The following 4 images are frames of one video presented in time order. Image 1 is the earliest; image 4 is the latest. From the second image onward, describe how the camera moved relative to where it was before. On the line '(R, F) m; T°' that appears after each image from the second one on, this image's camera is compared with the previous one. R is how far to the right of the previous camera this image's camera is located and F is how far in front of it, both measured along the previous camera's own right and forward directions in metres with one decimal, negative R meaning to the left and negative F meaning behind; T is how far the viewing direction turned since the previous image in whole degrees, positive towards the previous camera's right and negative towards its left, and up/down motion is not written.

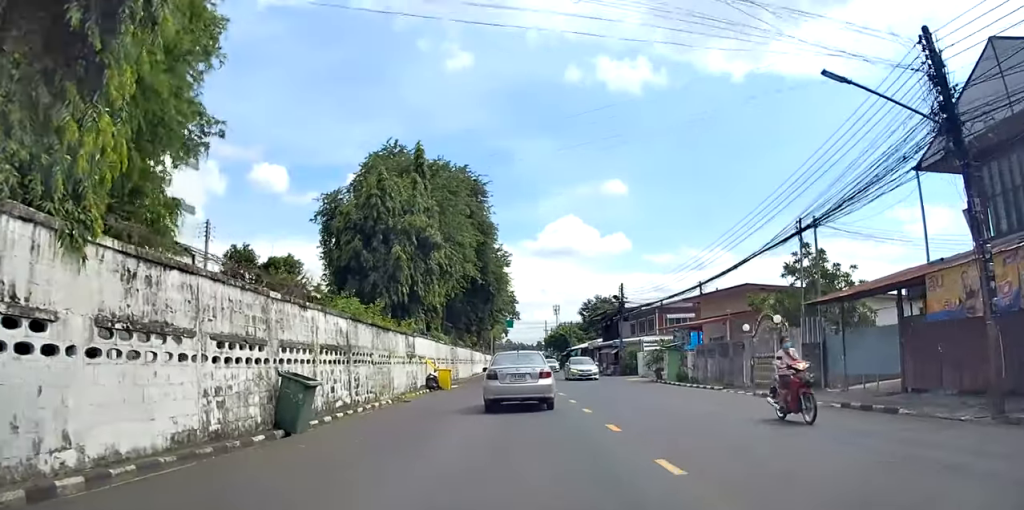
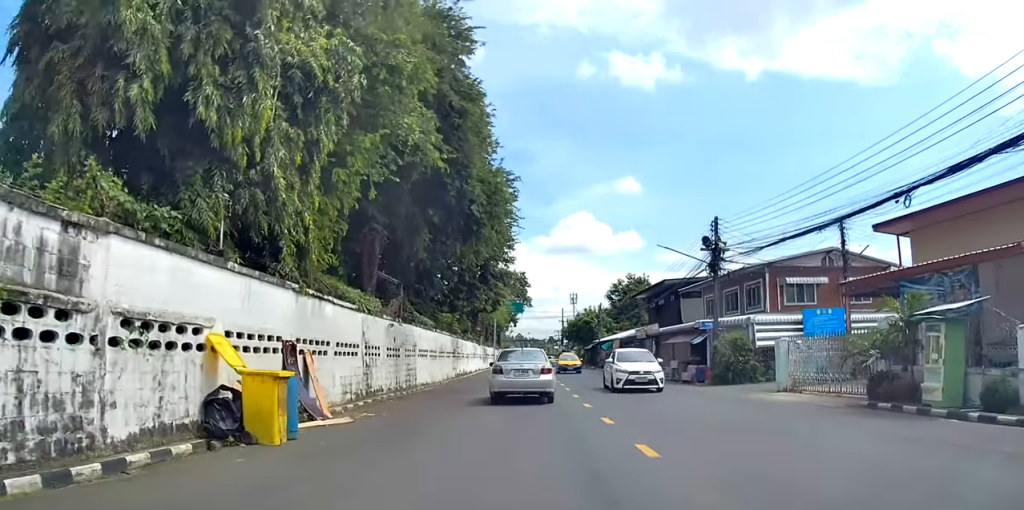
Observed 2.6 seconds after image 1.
(+0.4, +26.5) m; -2°
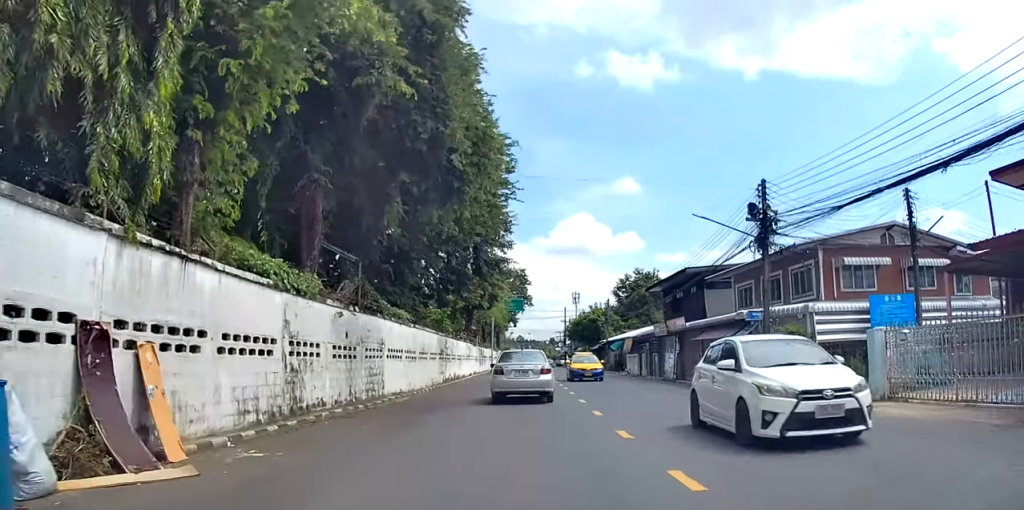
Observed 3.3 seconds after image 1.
(-0.1, +7.3) m; 0°
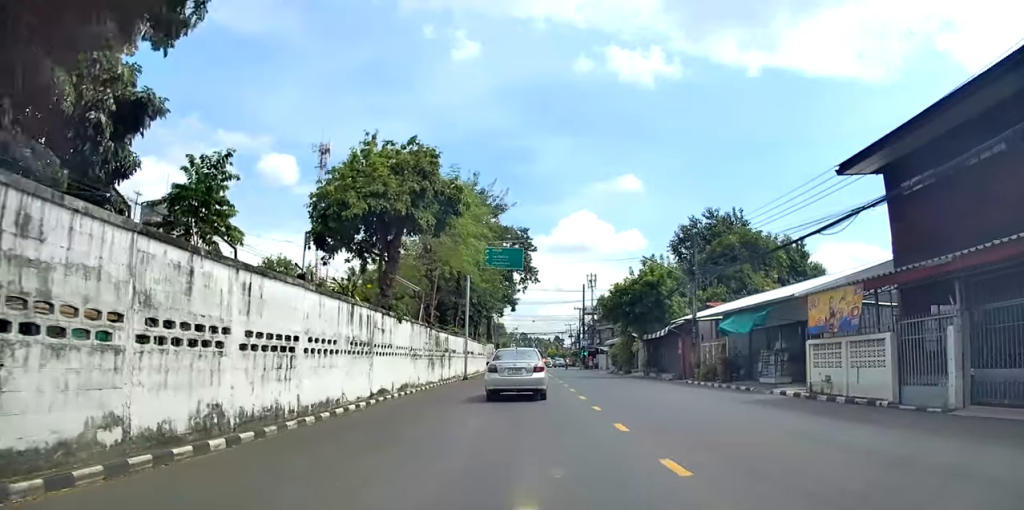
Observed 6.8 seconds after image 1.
(+1.8, +33.8) m; +4°
